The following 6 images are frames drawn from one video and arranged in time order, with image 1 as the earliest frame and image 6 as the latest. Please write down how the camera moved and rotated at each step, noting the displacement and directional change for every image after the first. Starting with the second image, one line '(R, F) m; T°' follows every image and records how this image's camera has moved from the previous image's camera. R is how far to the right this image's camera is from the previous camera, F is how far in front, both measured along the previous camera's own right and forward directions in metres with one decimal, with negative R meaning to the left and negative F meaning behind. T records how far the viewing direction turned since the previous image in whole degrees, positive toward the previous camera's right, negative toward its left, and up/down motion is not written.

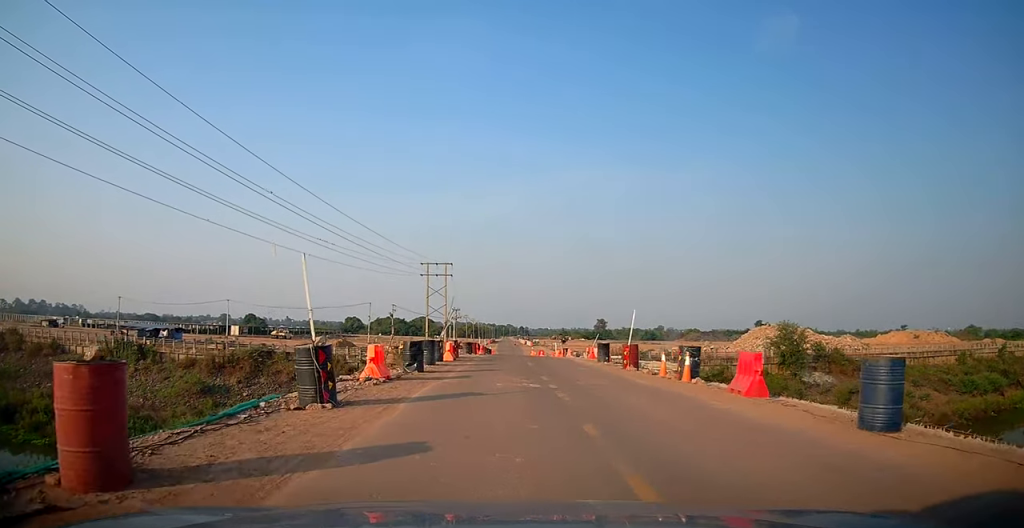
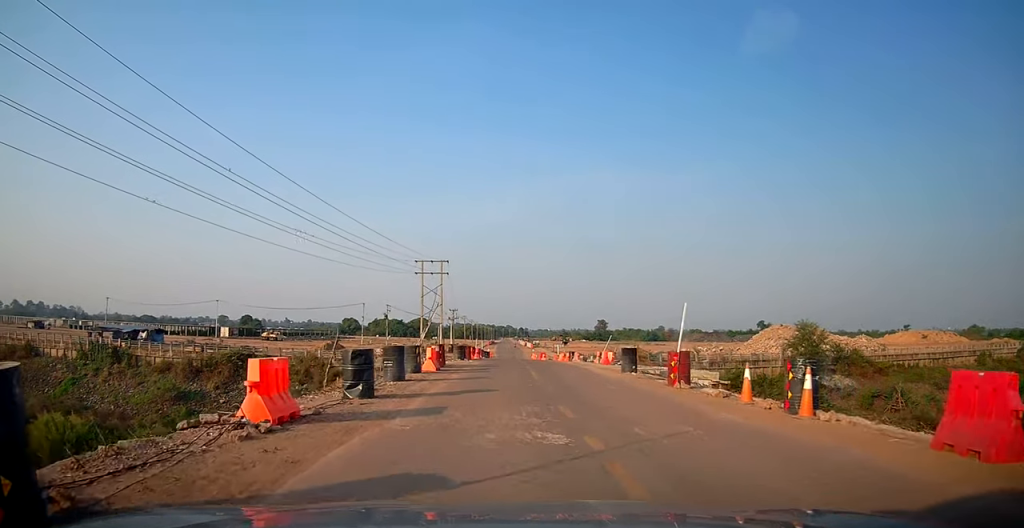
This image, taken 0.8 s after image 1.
(-0.2, +6.0) m; +1°
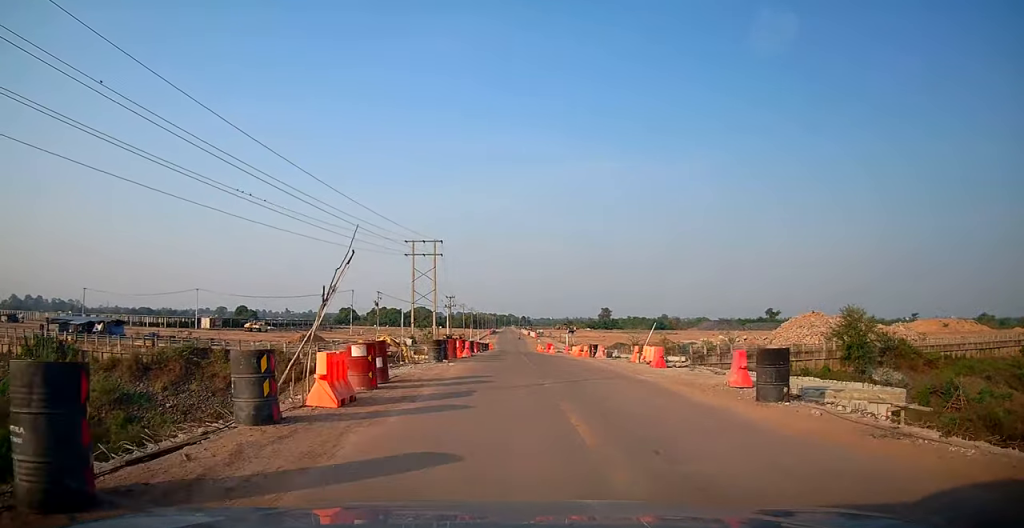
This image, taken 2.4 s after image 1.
(+0.5, +11.8) m; -1°
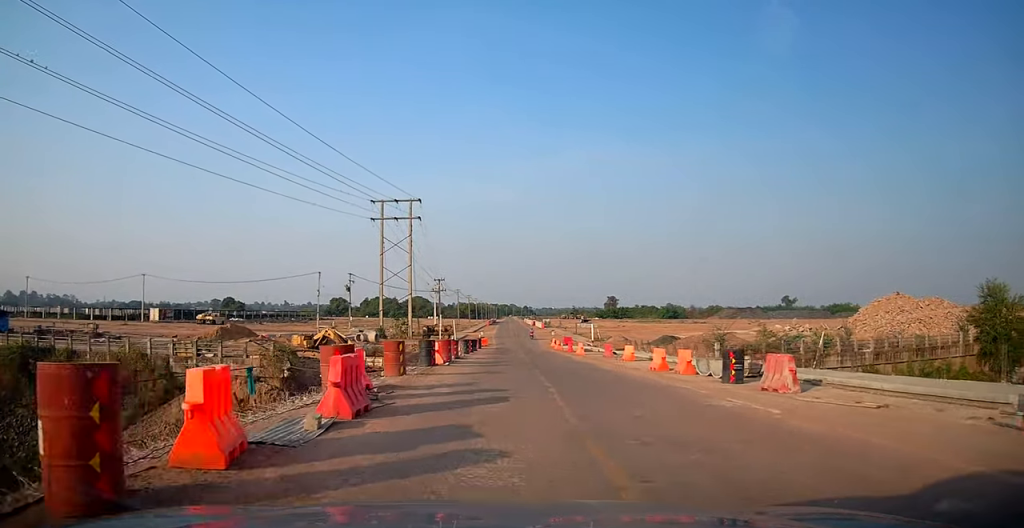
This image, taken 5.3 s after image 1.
(-0.4, +23.9) m; -1°
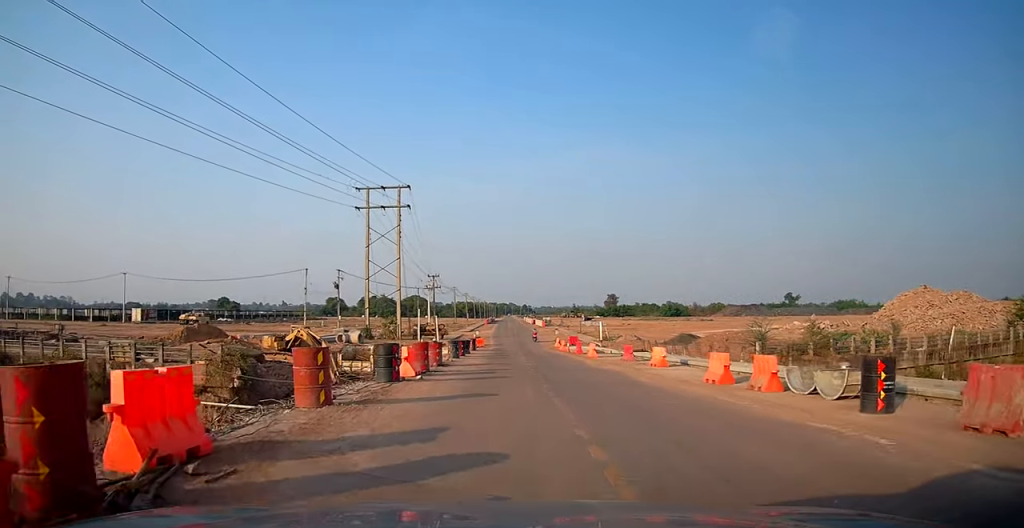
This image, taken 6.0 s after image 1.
(-0.1, +6.3) m; -1°
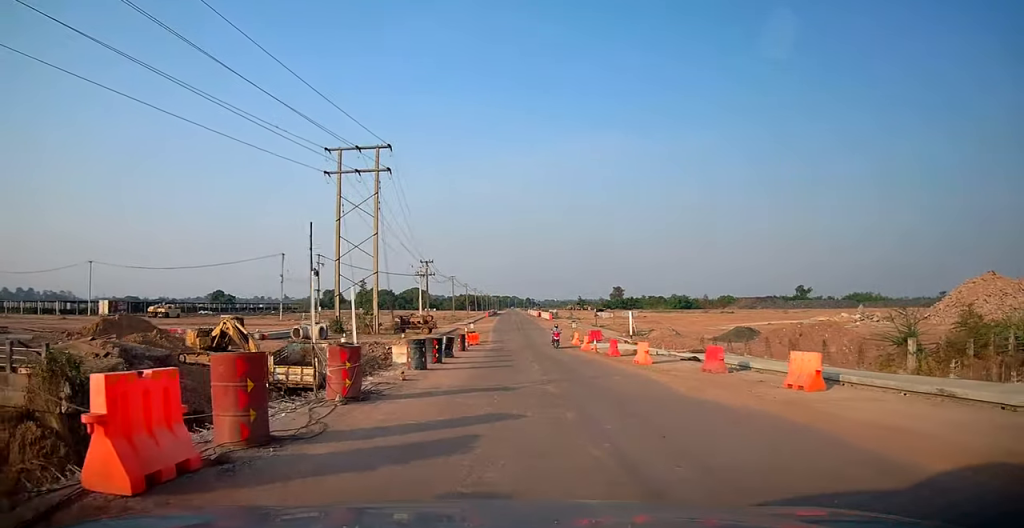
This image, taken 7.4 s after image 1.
(-0.1, +12.0) m; +1°
